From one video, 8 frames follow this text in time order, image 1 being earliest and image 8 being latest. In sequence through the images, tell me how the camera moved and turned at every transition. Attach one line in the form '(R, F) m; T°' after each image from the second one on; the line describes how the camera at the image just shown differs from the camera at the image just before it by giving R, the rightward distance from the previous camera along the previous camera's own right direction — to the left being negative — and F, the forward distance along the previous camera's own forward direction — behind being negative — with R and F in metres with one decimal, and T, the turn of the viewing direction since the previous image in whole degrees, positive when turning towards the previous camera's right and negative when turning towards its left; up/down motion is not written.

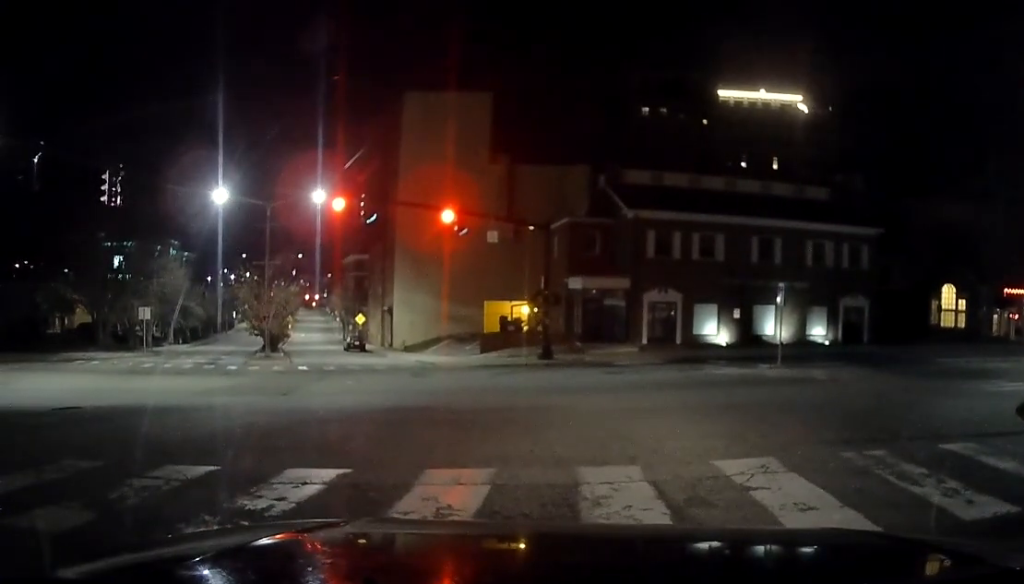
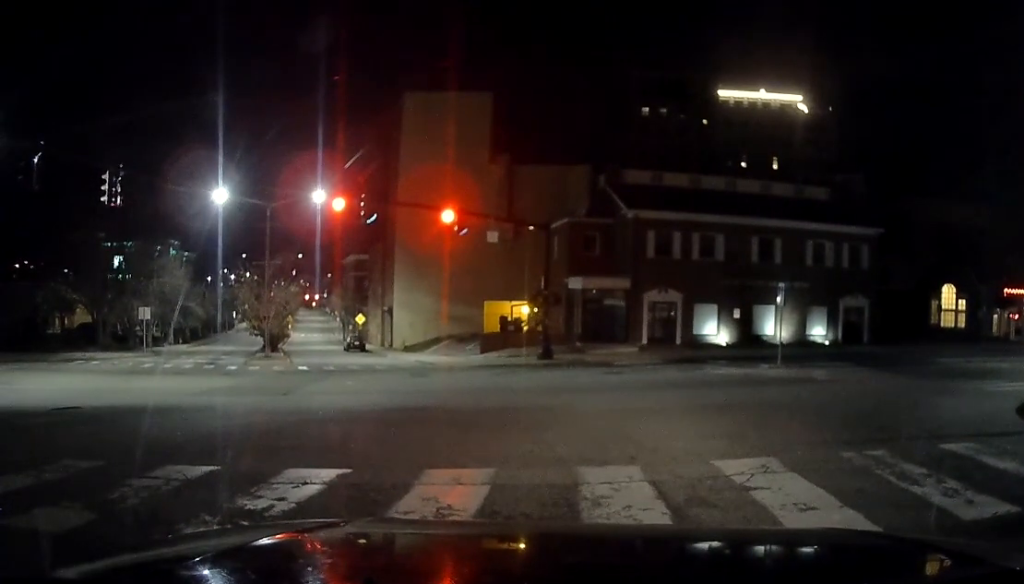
(0.0, 0.0) m; 0°
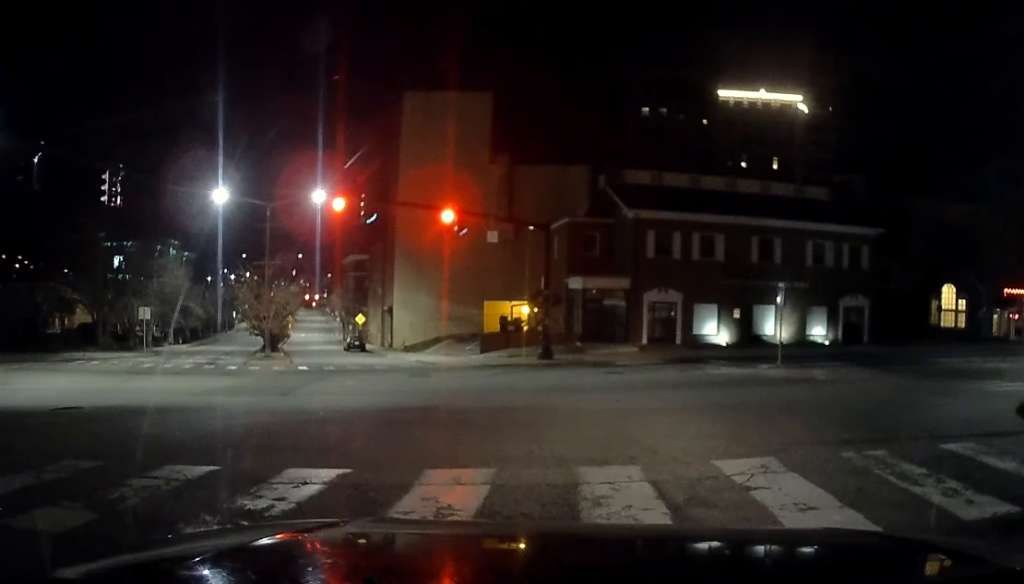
(0.0, 0.0) m; 0°
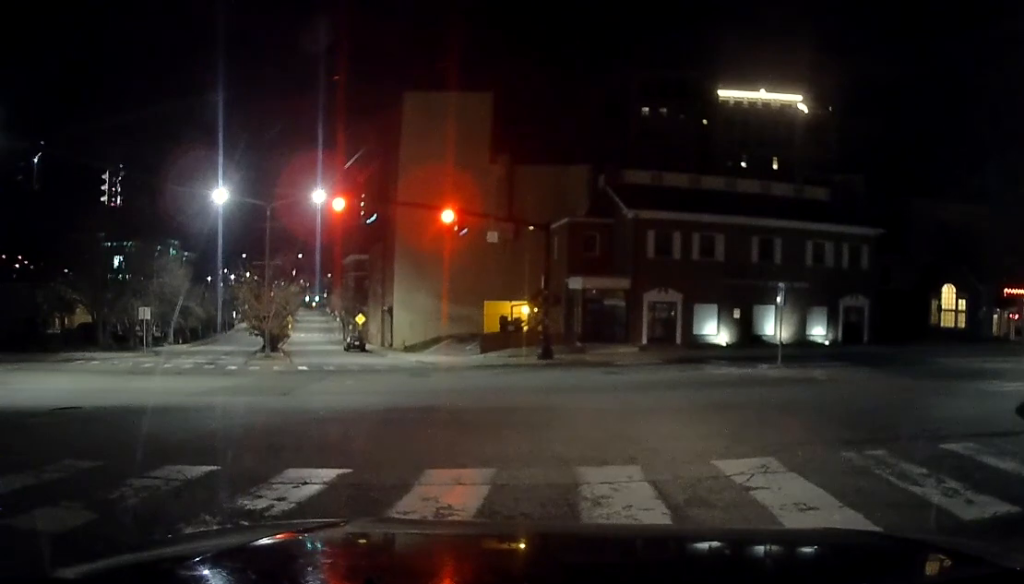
(0.0, 0.0) m; 0°
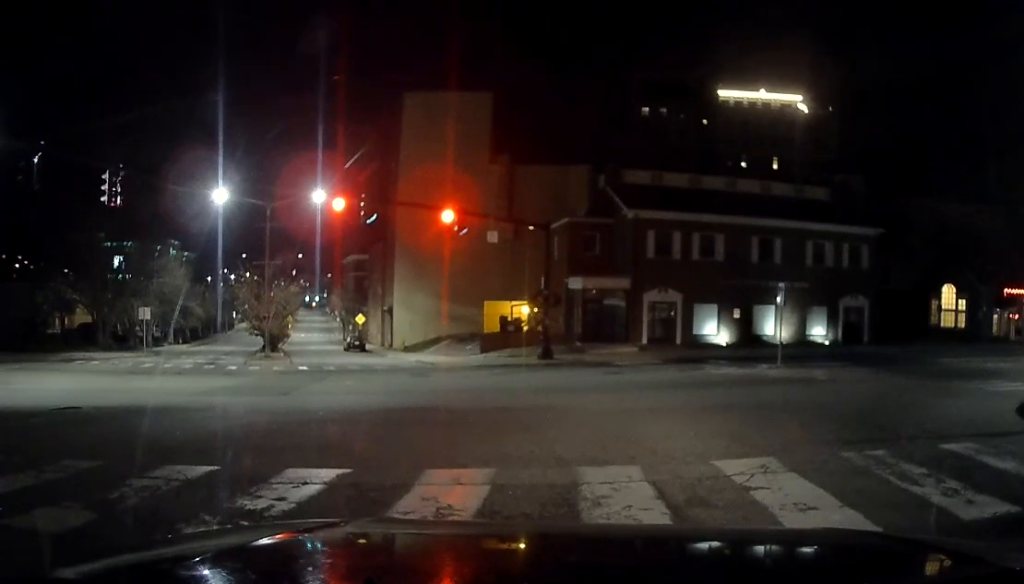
(0.0, 0.0) m; 0°
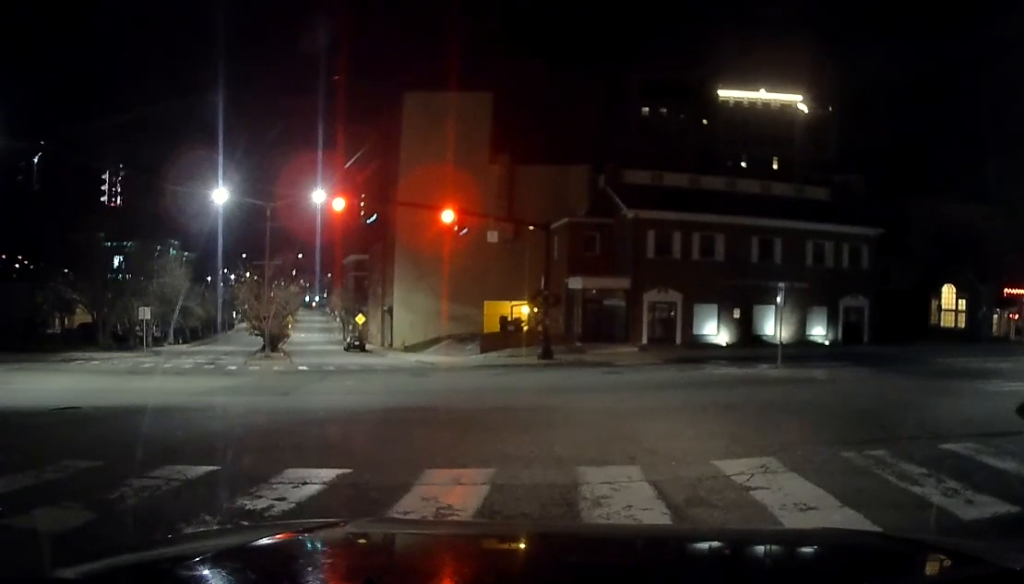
(0.0, 0.0) m; 0°
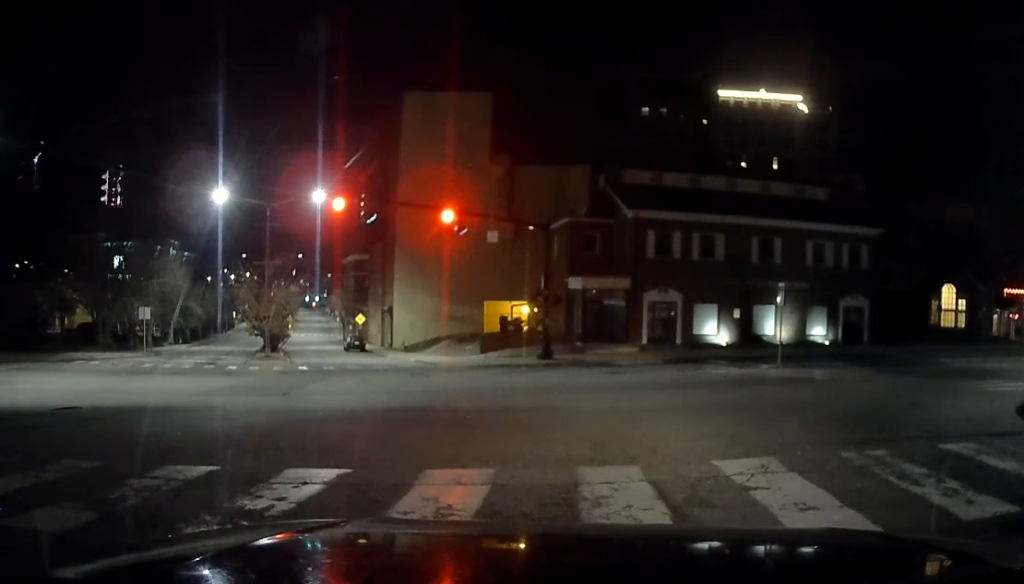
(0.0, 0.0) m; 0°
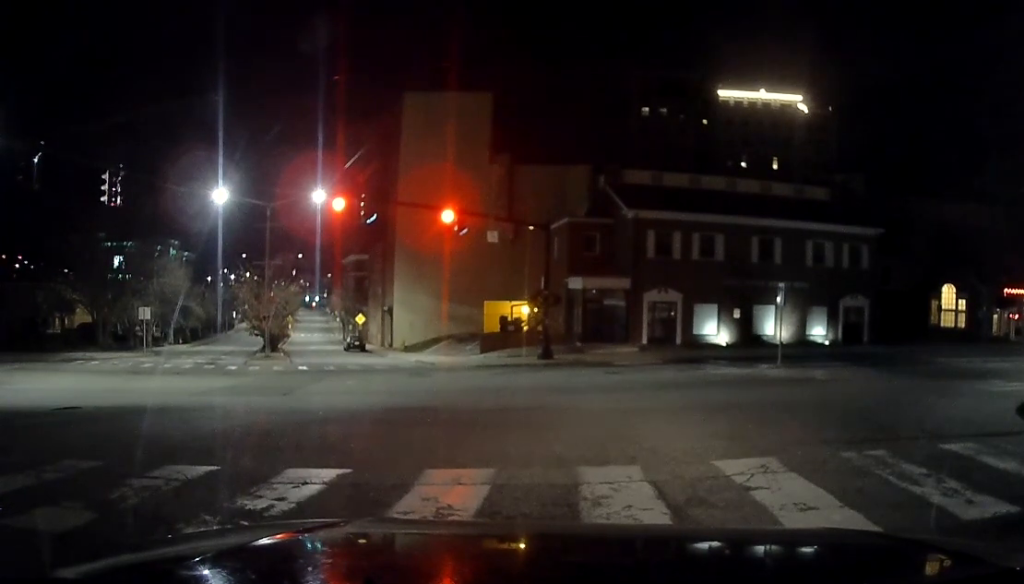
(0.0, 0.0) m; 0°
